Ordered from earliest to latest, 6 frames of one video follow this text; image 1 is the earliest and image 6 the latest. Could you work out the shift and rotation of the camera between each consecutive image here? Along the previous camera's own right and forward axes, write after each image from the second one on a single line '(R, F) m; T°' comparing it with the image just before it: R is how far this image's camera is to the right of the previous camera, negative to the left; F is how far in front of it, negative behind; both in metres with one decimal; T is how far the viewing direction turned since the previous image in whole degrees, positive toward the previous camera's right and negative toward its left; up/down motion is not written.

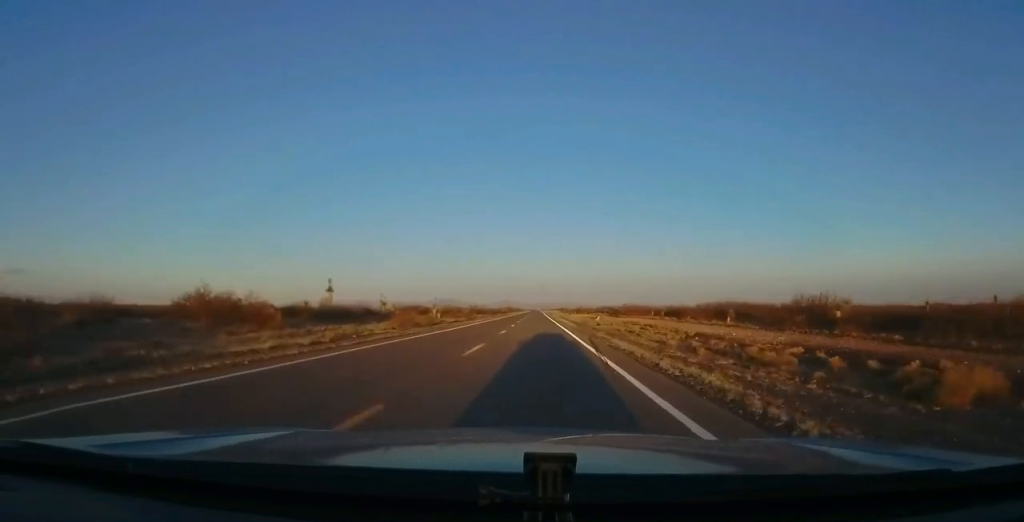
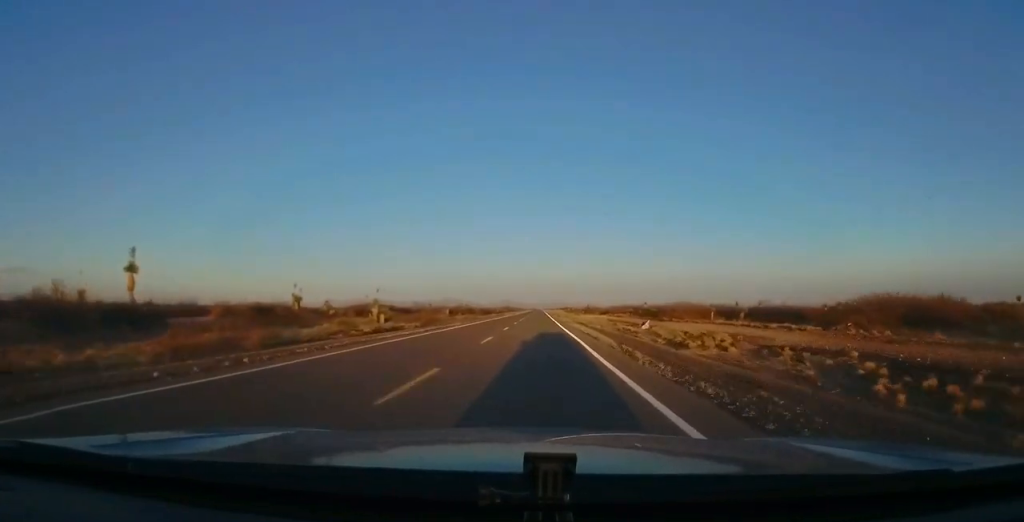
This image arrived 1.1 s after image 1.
(-0.1, +32.4) m; +2°
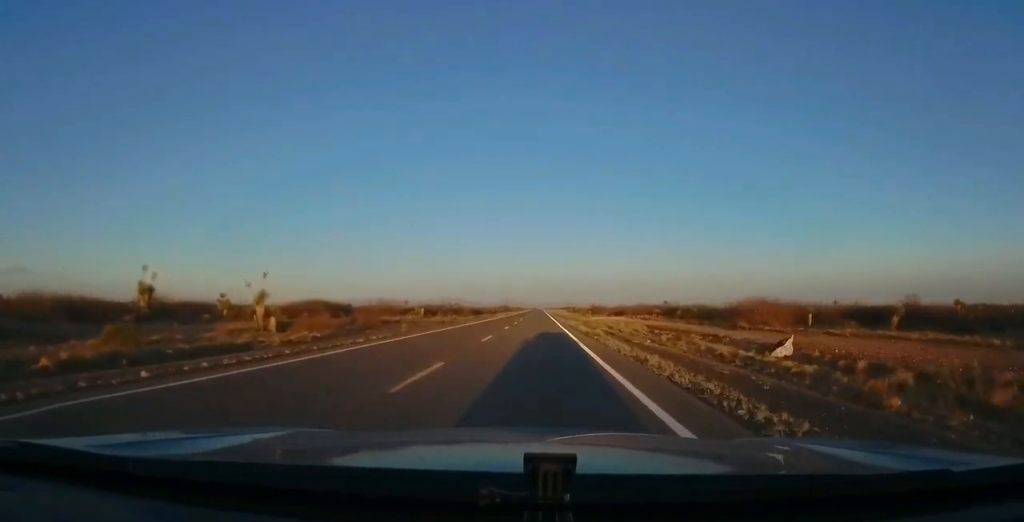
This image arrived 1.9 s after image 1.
(+0.7, +23.4) m; 0°
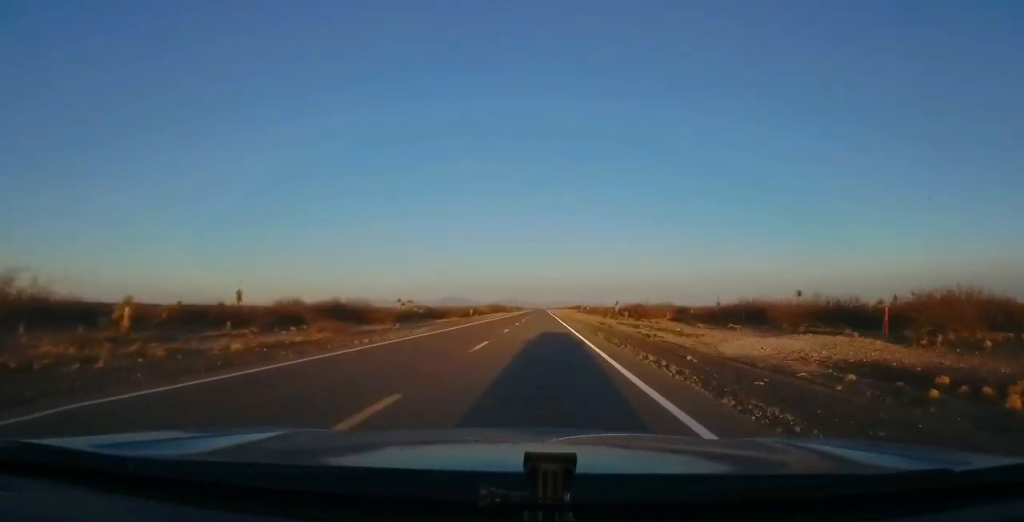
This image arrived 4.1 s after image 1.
(-1.7, +64.7) m; -2°
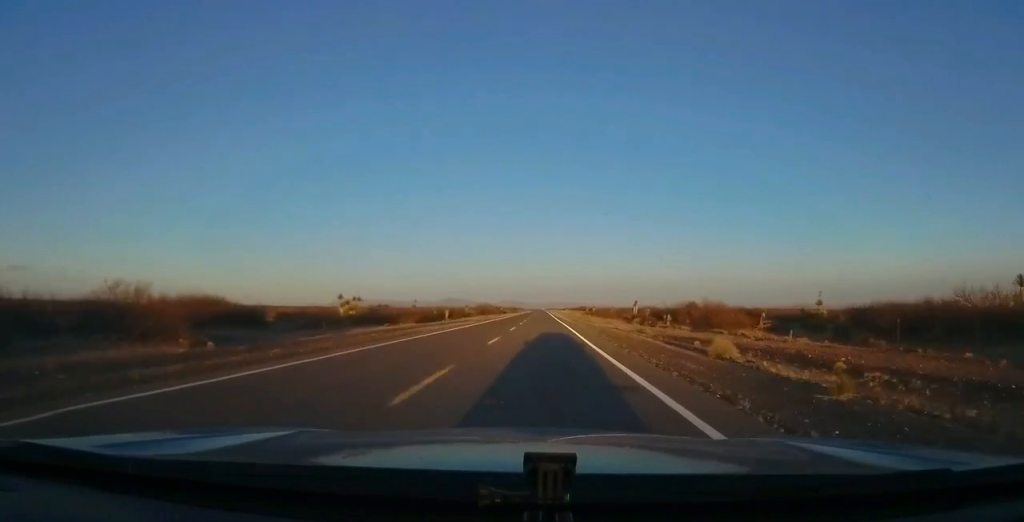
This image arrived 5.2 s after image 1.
(0.0, +32.4) m; +1°
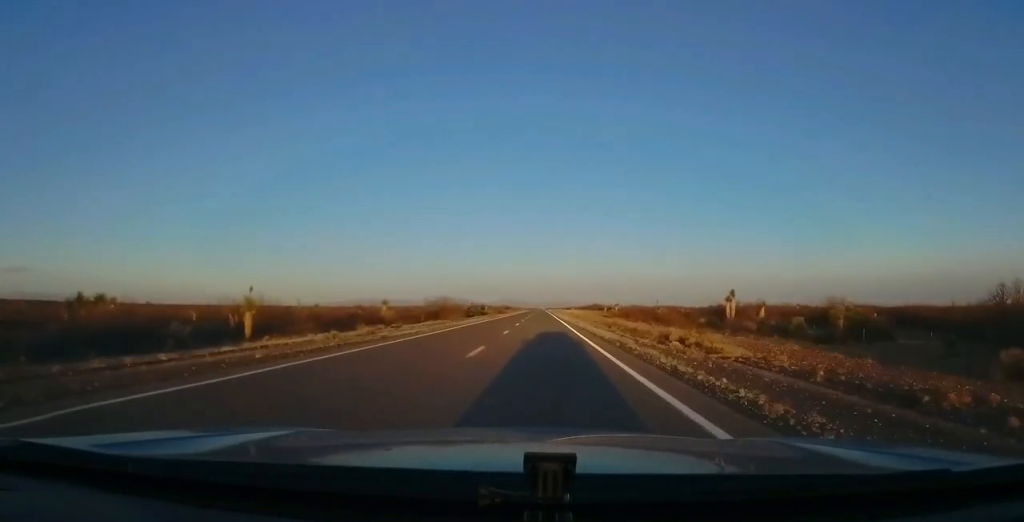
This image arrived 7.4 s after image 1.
(-0.1, +65.8) m; -1°
